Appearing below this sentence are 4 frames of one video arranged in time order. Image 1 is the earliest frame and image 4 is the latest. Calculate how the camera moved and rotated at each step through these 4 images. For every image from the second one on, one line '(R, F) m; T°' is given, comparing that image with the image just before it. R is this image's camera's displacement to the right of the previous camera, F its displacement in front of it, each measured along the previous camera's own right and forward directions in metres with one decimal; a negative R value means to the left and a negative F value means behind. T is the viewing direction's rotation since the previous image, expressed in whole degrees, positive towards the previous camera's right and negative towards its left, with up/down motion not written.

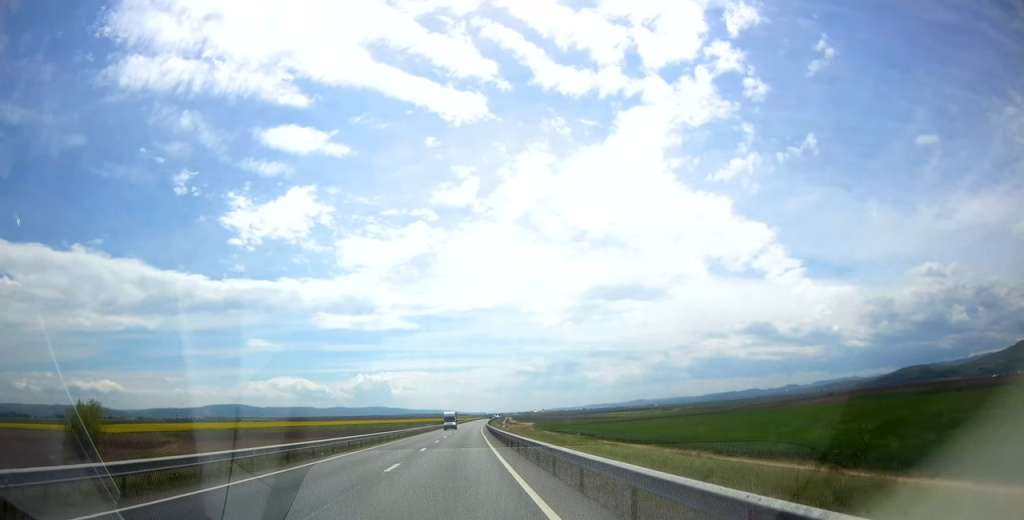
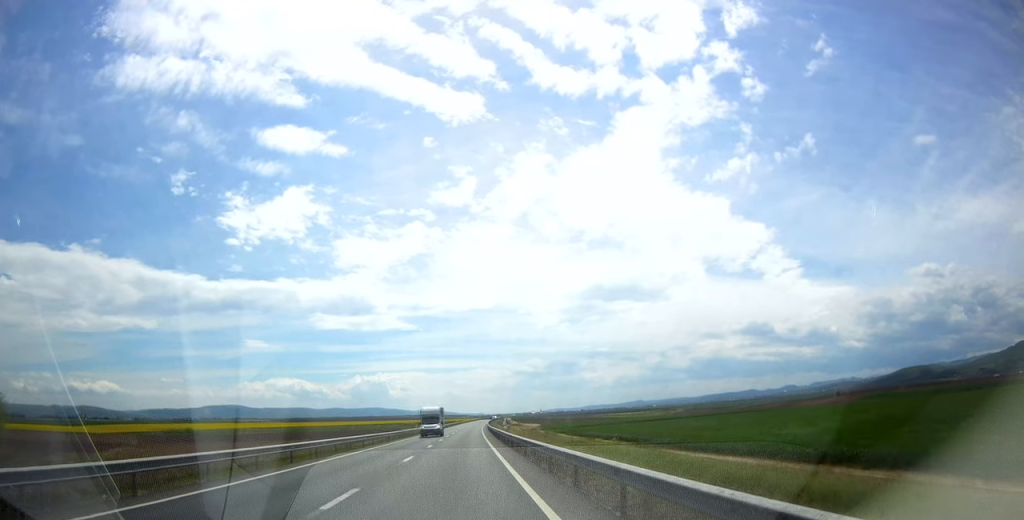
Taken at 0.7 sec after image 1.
(0.0, +19.6) m; 0°
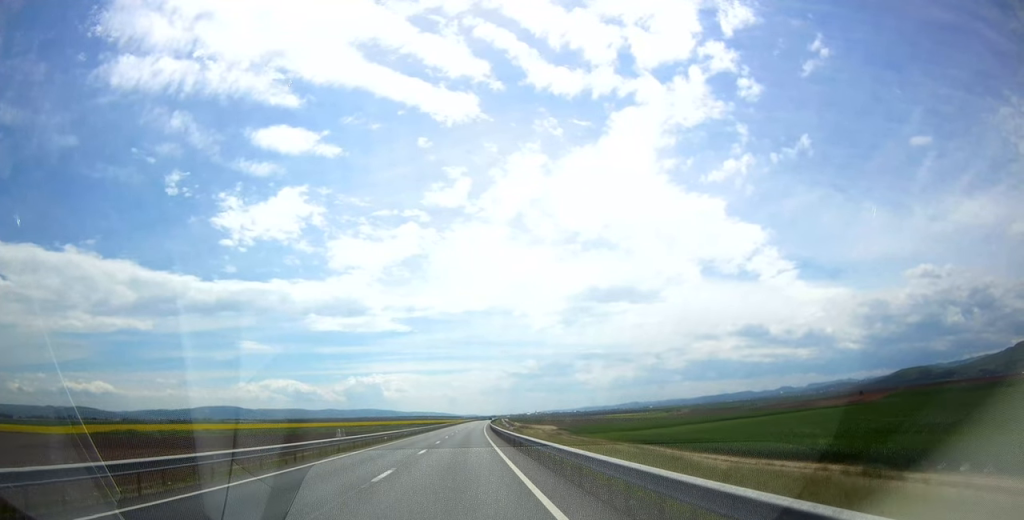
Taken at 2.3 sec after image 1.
(0.0, +42.7) m; 0°
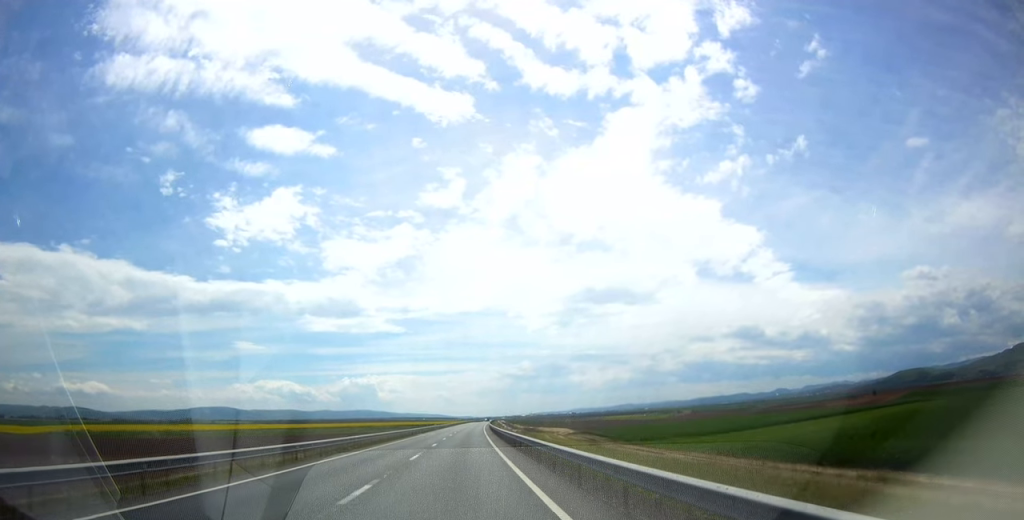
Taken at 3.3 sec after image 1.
(+0.2, +27.5) m; +1°
